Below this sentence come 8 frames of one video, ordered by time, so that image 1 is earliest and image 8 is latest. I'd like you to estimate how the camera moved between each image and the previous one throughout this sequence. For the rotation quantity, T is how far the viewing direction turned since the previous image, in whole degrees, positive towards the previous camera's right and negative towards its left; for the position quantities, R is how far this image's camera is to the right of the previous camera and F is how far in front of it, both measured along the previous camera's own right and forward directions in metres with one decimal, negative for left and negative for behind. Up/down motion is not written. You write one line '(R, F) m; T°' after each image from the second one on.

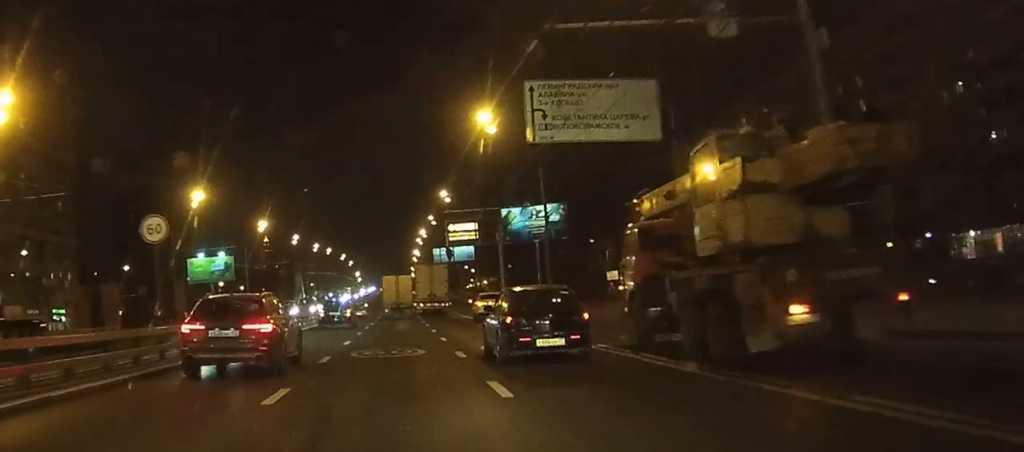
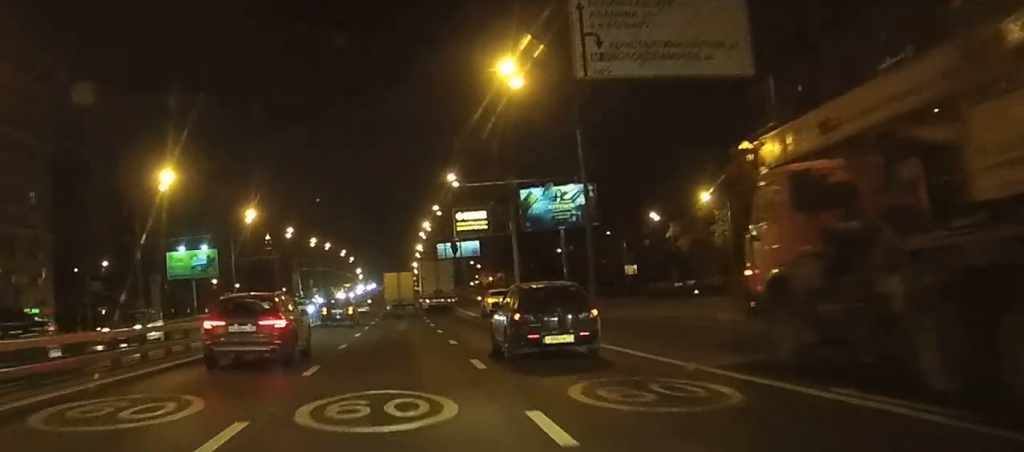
(+0.4, +11.4) m; -1°
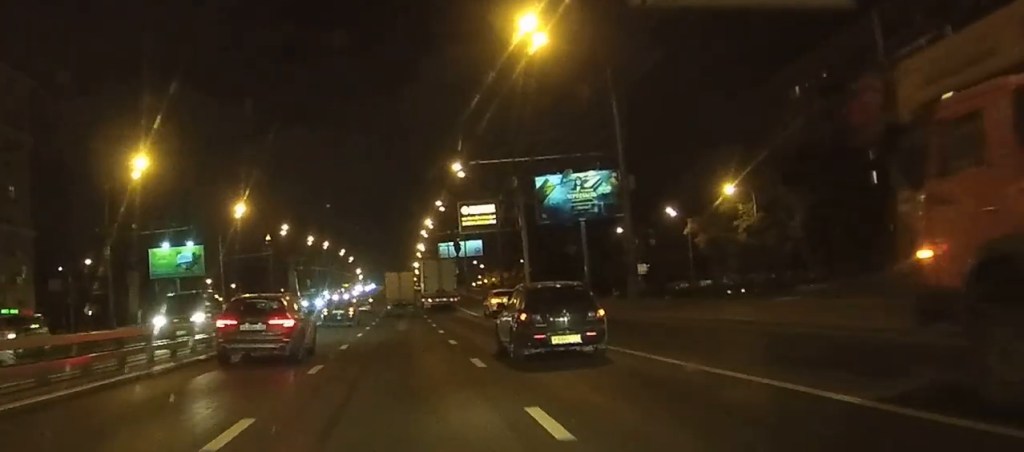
(-0.2, +7.5) m; -1°
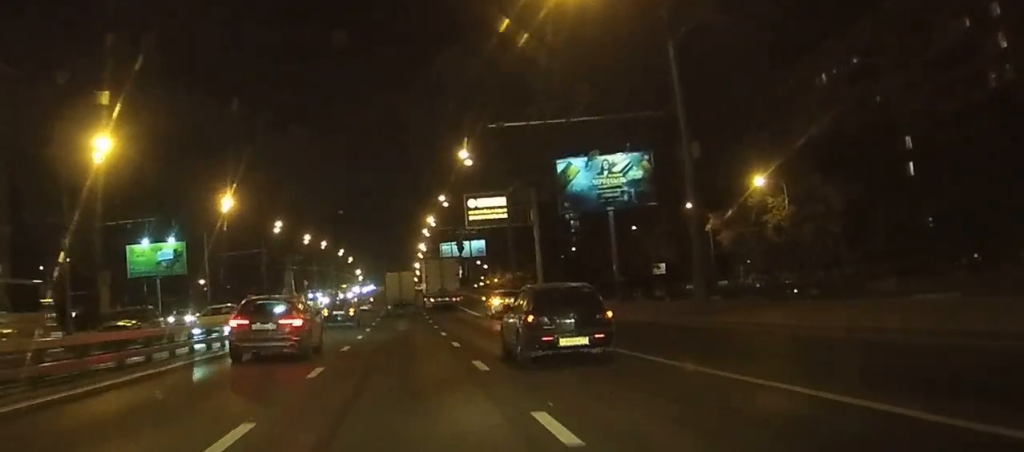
(-0.4, +8.2) m; -1°
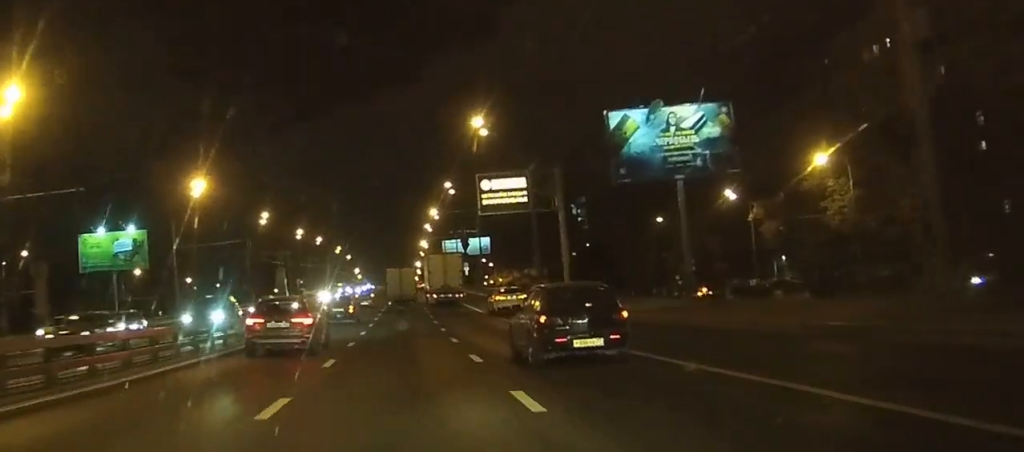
(+0.1, +13.6) m; +1°
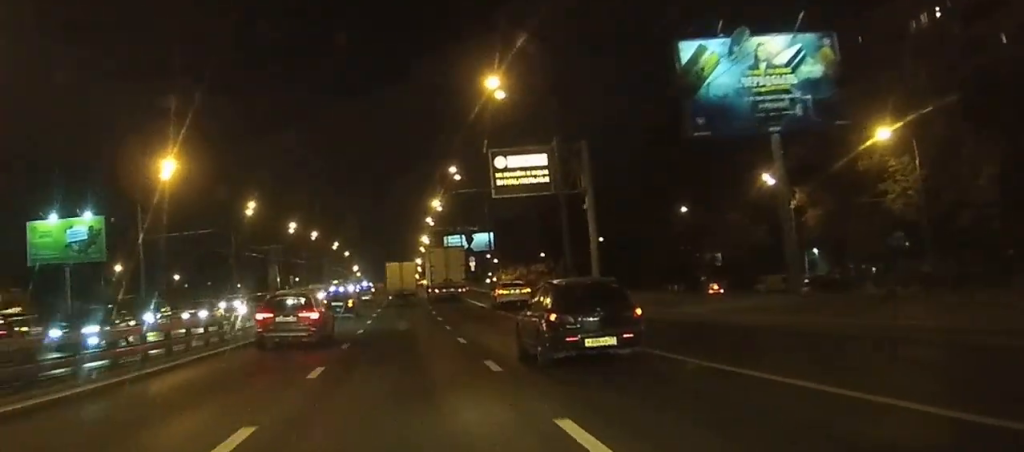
(+0.1, +10.7) m; +1°
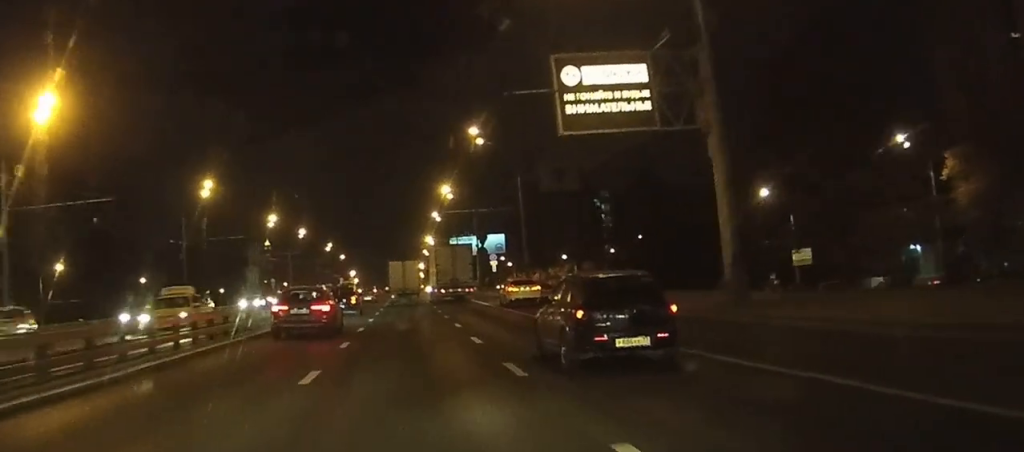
(0.0, +25.3) m; 0°
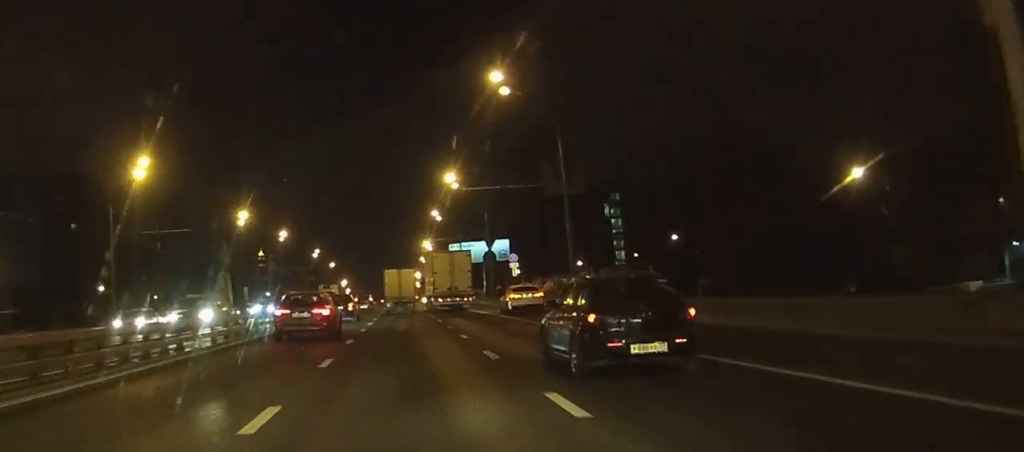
(+0.1, +20.1) m; 0°
